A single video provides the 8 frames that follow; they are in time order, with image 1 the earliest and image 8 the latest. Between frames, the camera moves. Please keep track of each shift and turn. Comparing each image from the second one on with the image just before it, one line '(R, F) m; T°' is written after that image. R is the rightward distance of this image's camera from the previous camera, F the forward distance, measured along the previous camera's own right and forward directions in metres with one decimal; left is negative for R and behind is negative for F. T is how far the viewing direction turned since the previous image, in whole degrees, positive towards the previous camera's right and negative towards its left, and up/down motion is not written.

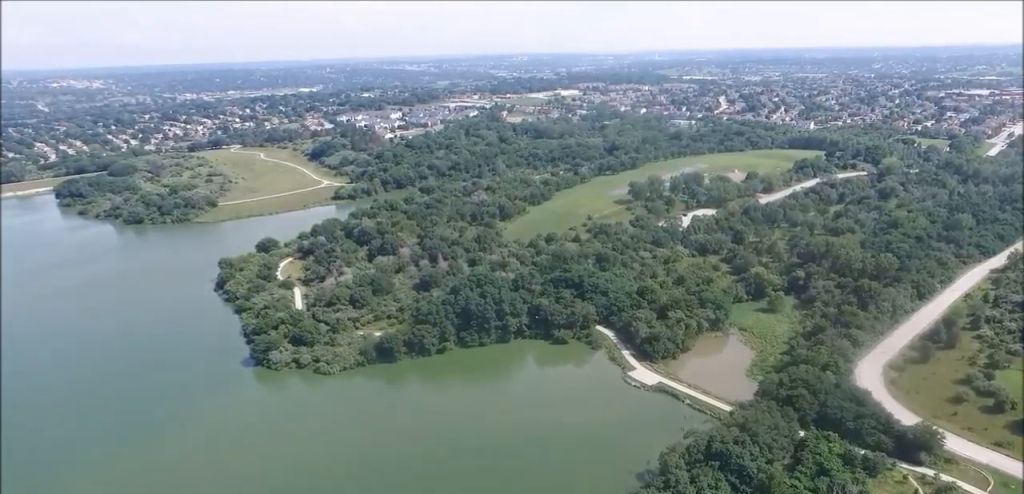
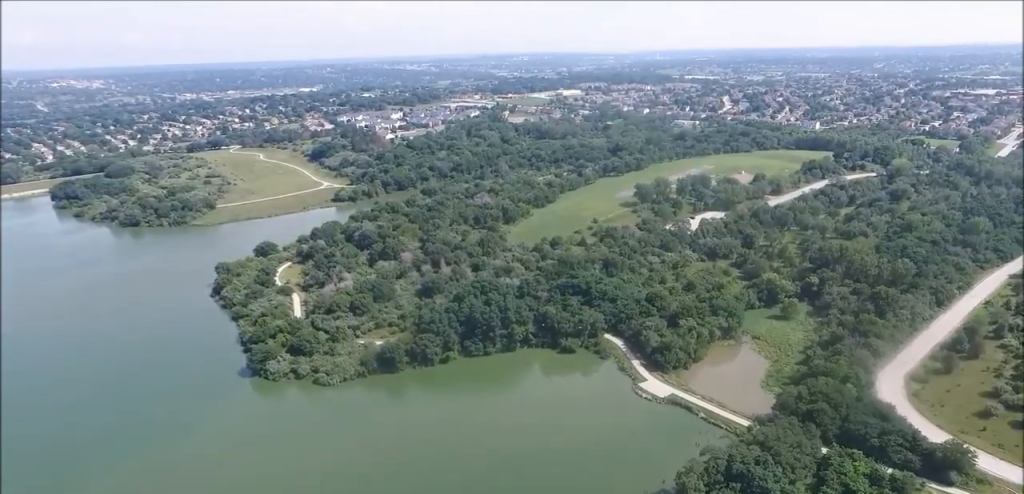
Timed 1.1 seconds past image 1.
(0.0, +9.8) m; -1°
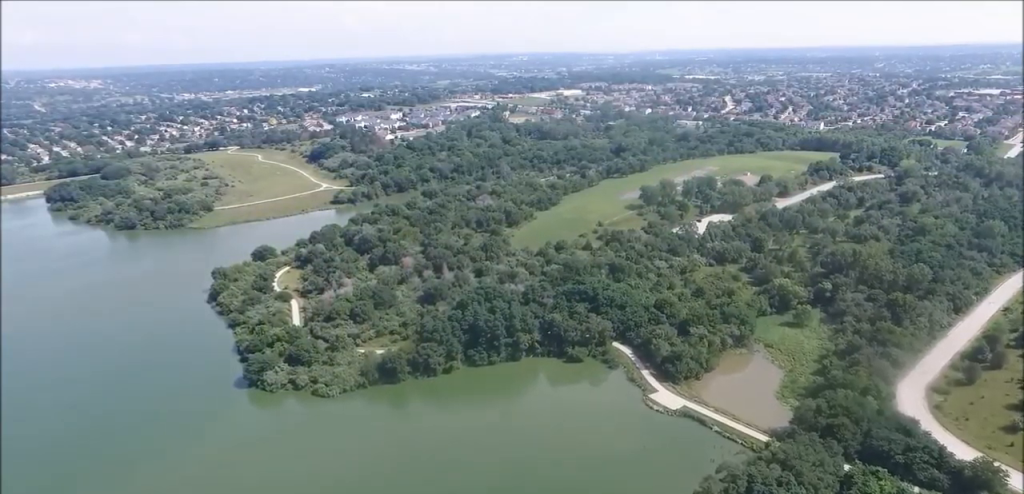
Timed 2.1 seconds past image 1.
(0.0, +8.9) m; 0°
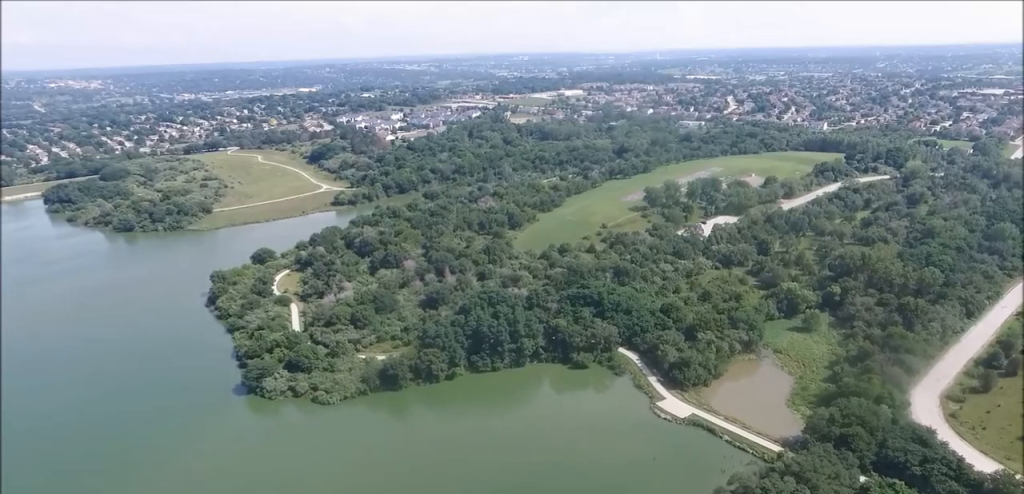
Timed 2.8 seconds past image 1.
(0.0, +5.8) m; 0°
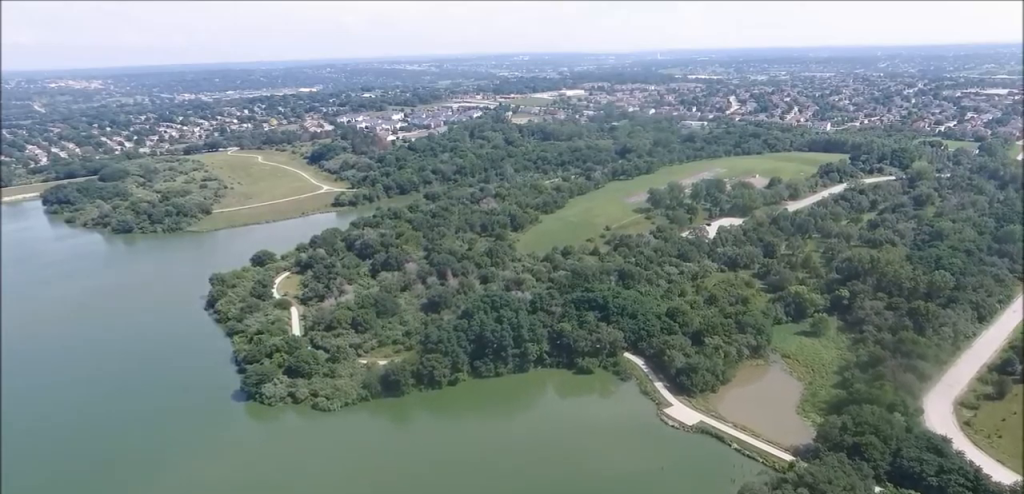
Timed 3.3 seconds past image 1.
(0.0, +5.2) m; 0°
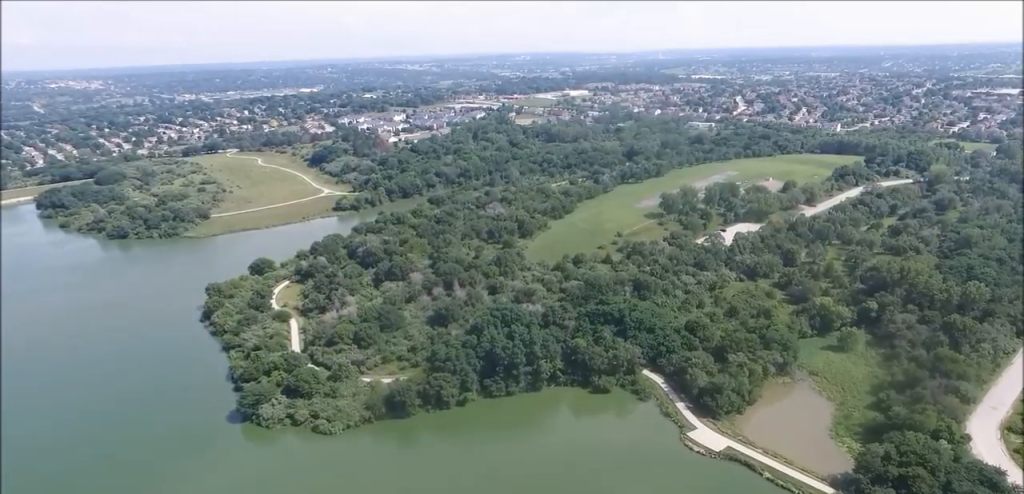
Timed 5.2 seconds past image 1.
(-0.2, +15.3) m; -2°
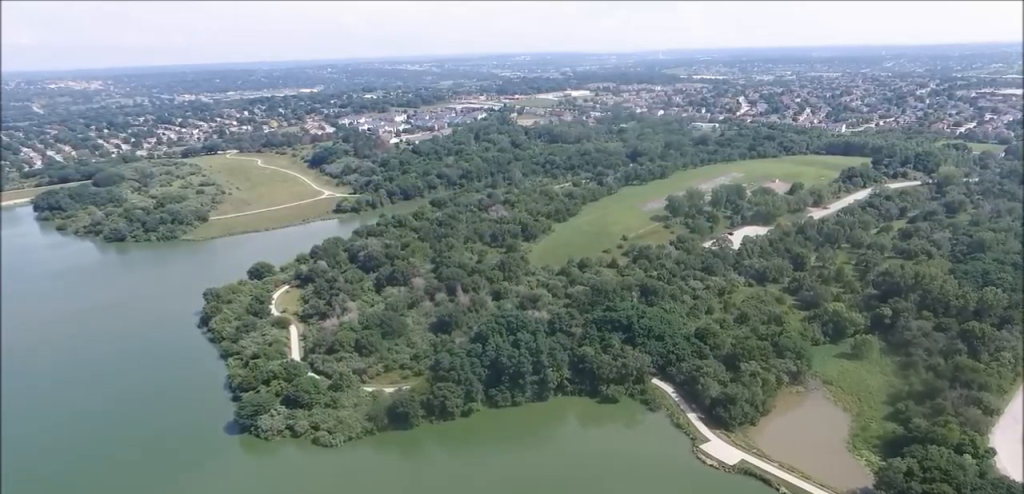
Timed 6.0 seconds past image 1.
(-0.1, +6.1) m; -1°
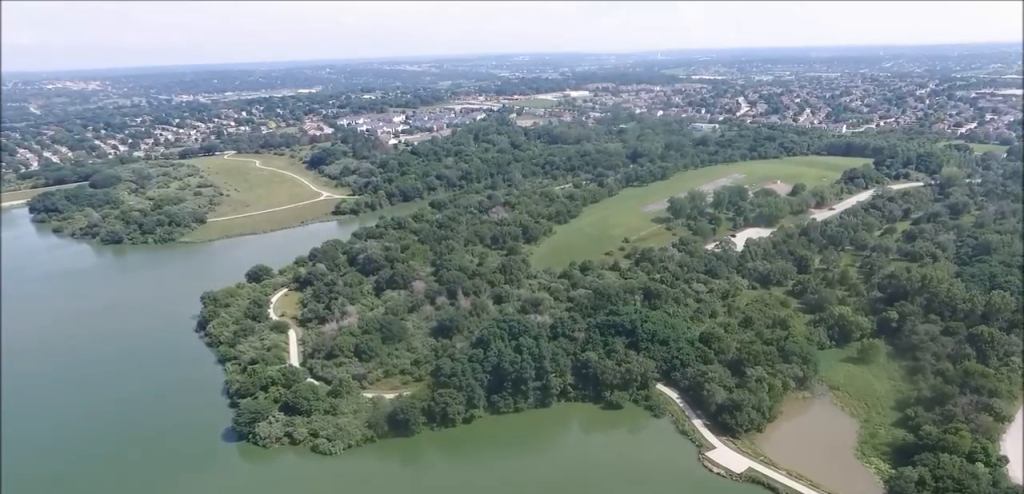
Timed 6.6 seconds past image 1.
(0.0, +3.9) m; 0°
